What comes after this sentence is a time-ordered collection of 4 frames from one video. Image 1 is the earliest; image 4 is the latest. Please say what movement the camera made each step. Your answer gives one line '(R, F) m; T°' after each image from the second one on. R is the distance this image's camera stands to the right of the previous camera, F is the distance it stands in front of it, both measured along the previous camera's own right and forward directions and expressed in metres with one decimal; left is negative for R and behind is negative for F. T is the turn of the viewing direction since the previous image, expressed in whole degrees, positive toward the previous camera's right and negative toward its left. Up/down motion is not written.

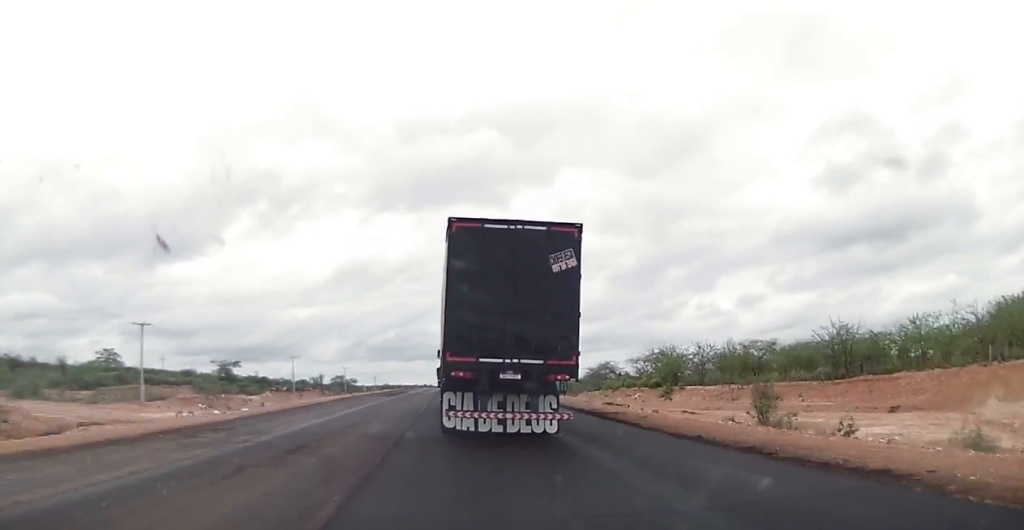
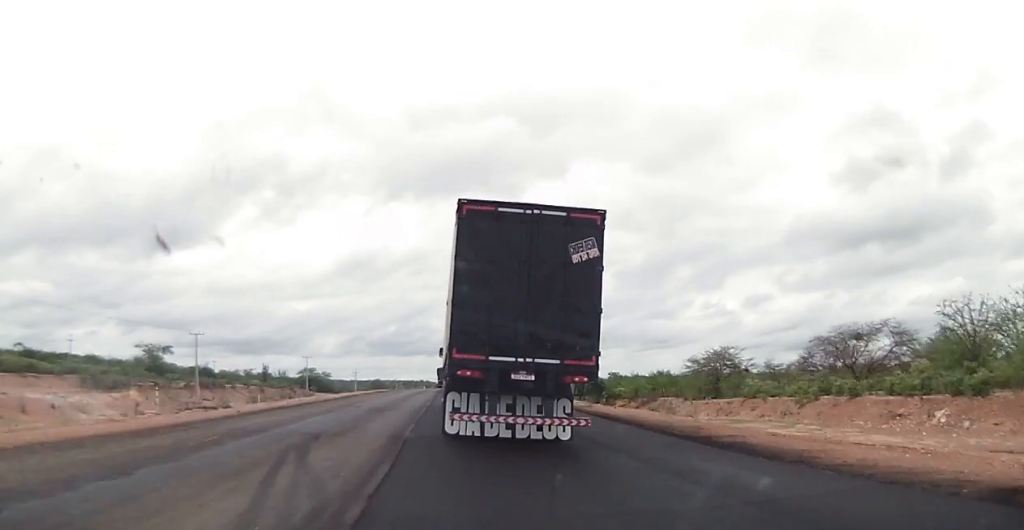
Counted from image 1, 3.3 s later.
(+0.9, +61.4) m; +1°
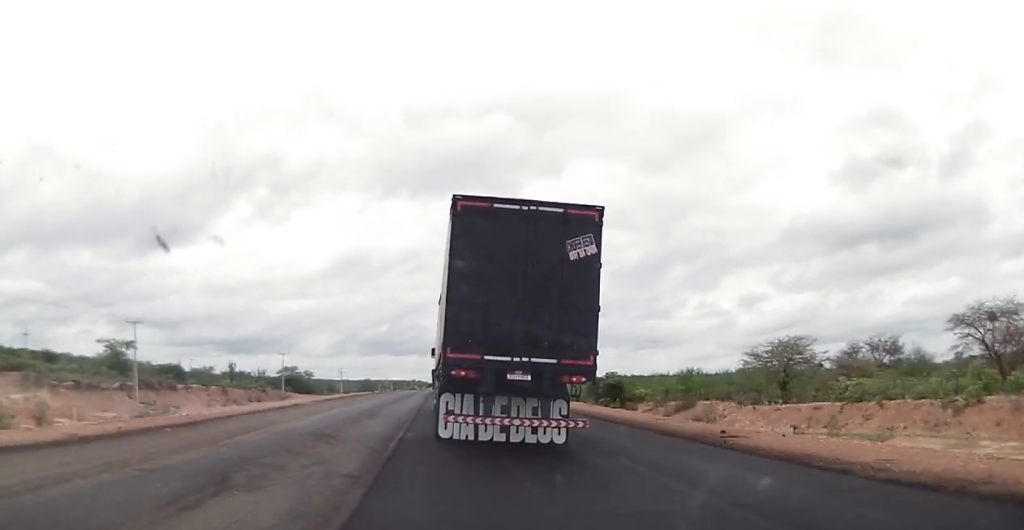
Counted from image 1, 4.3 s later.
(-0.3, +18.6) m; -1°
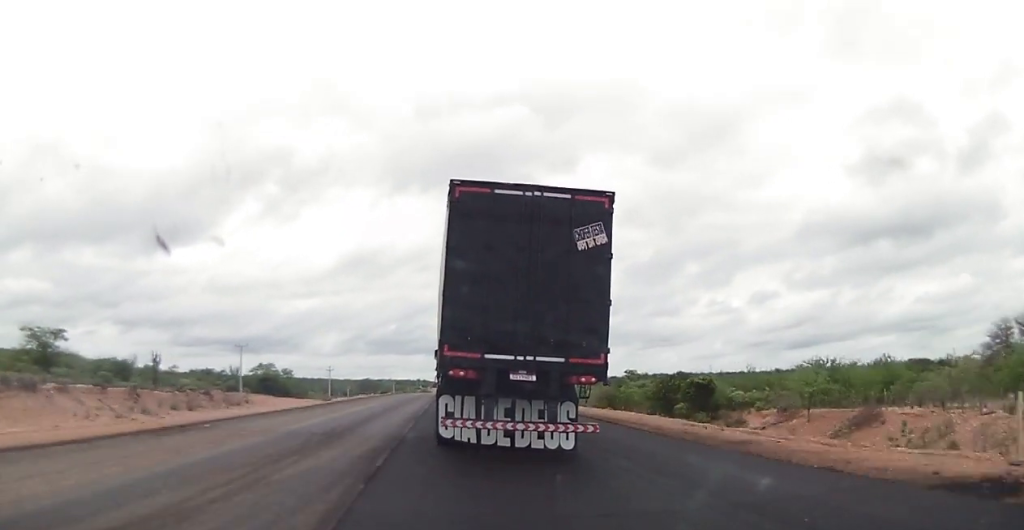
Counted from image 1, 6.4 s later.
(-0.1, +36.8) m; 0°
